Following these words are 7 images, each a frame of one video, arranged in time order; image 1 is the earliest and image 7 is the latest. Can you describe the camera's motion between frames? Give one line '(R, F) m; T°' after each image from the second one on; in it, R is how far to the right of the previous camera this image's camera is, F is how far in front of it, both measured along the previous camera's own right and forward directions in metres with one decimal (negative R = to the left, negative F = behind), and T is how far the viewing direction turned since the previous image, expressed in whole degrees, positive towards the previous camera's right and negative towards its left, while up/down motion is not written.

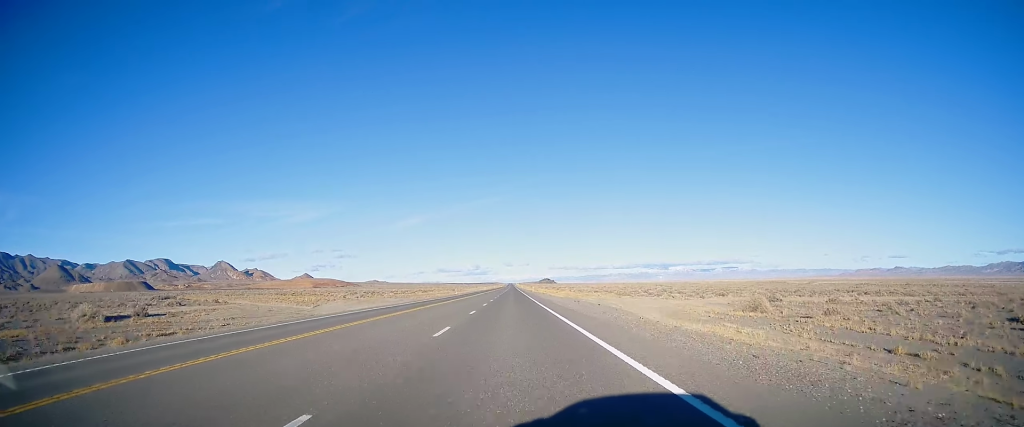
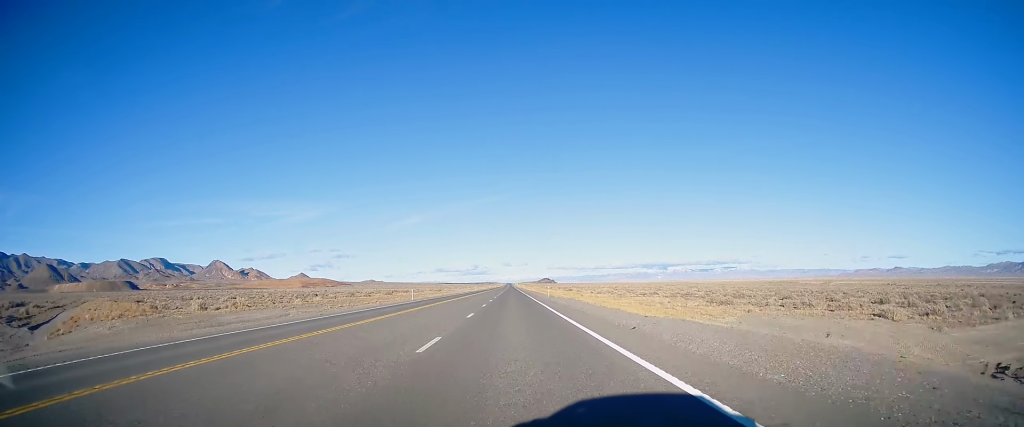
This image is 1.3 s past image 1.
(+0.1, +52.2) m; 0°
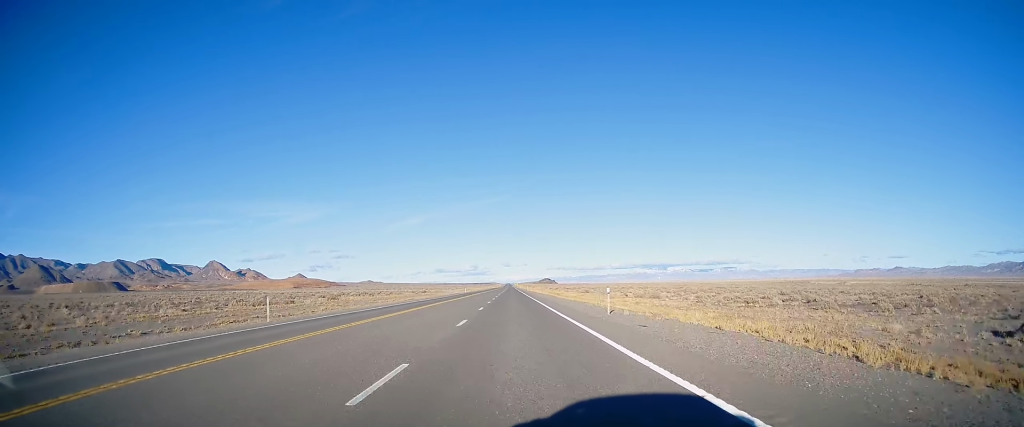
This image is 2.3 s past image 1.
(+0.1, +41.3) m; 0°
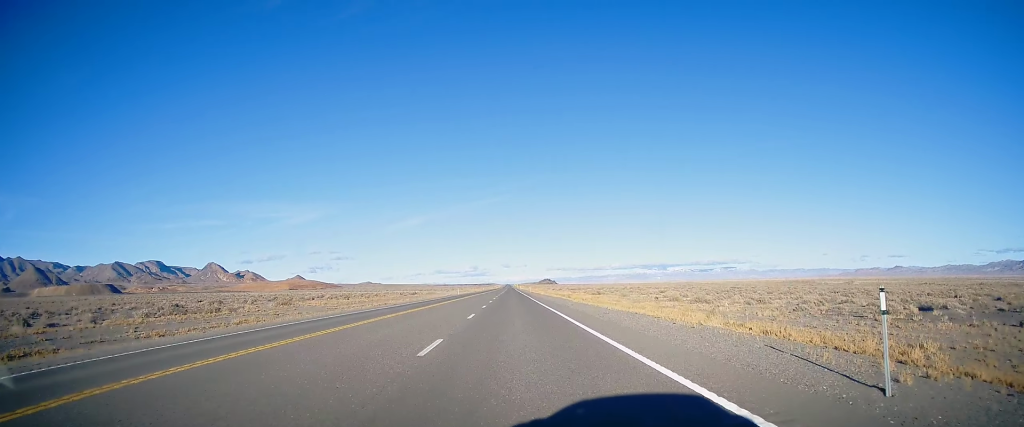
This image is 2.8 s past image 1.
(-0.3, +20.0) m; 0°
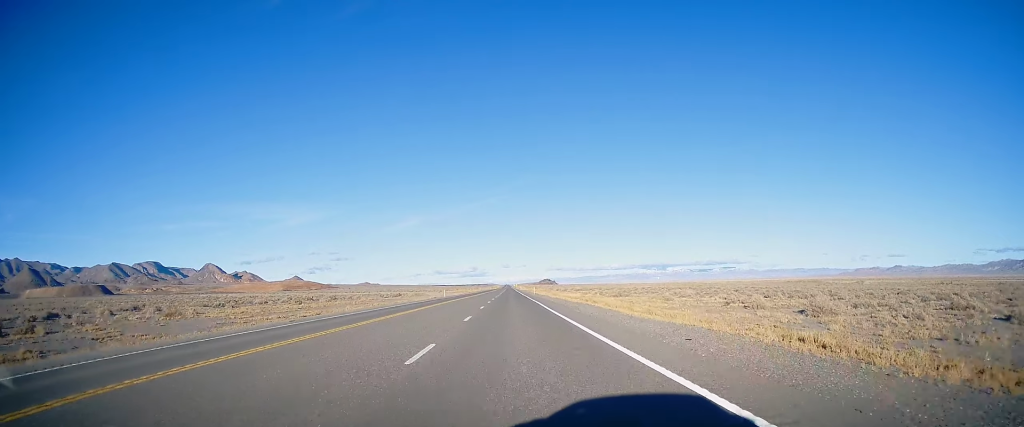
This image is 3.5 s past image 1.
(0.0, +25.5) m; 0°
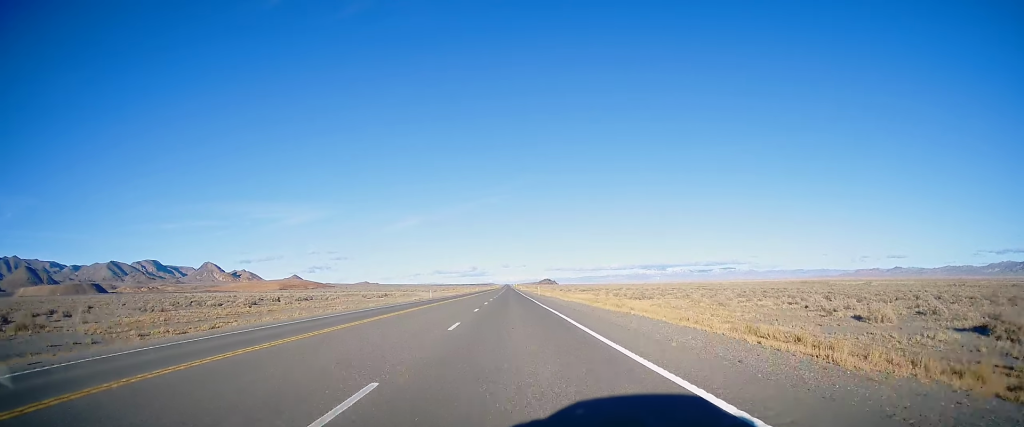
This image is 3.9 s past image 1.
(+0.2, +17.5) m; 0°
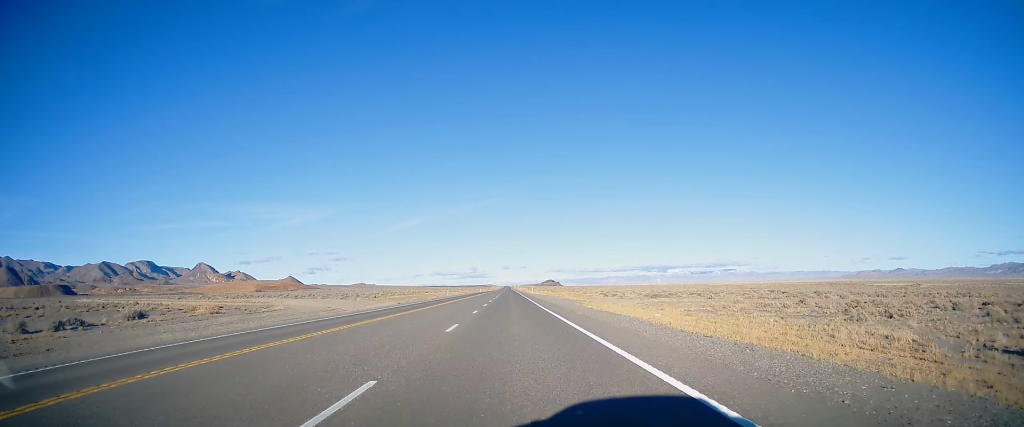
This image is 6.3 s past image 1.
(-1.0, +97.9) m; 0°
